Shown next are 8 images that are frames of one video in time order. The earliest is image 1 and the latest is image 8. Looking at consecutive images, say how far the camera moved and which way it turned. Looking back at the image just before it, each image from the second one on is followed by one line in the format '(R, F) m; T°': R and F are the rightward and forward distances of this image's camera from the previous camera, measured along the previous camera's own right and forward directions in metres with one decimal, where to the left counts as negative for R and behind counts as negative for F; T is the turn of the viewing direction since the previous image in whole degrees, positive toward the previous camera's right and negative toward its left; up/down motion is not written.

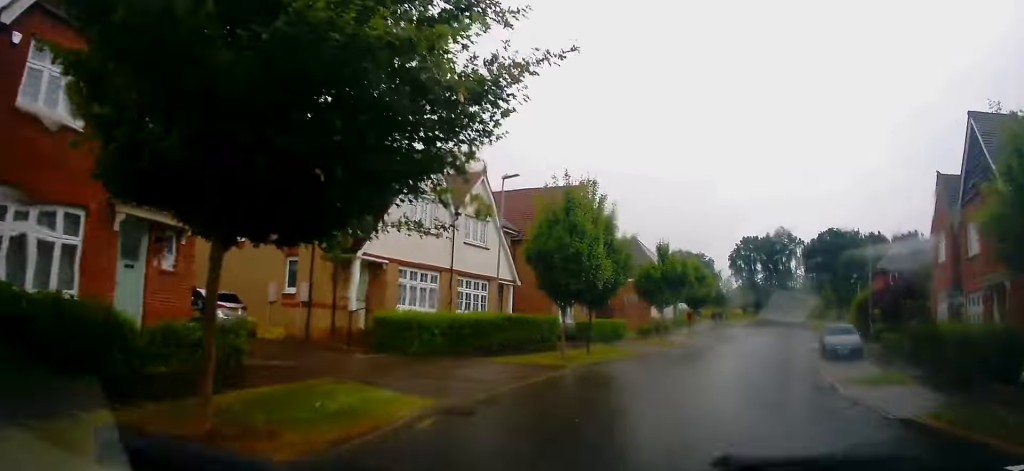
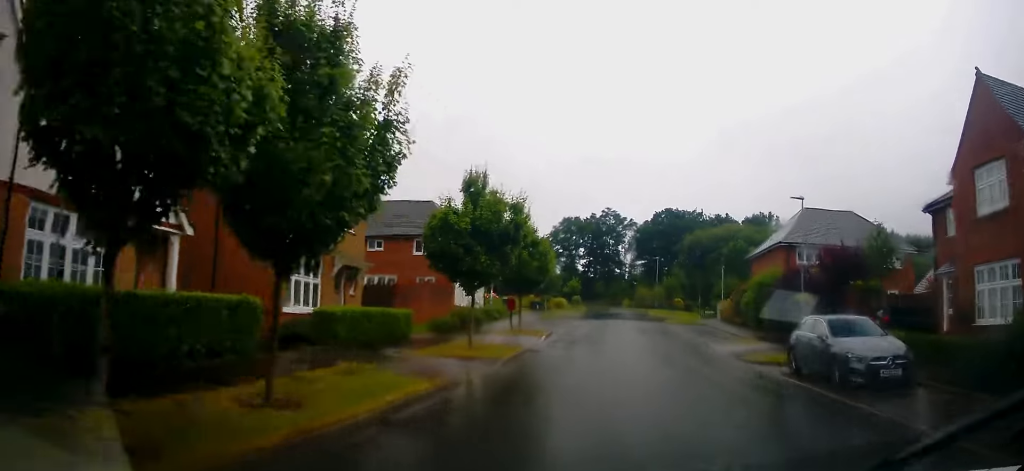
(+1.9, +13.8) m; +16°
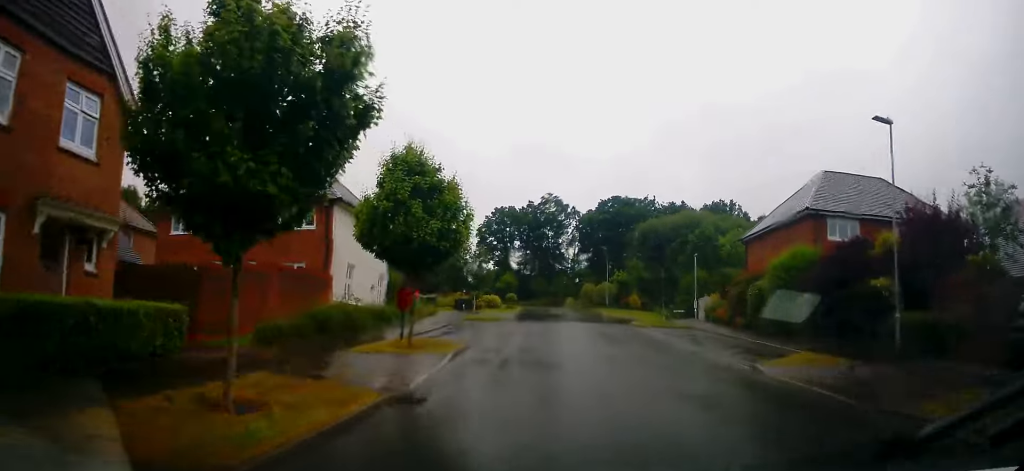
(+1.1, +11.1) m; +6°
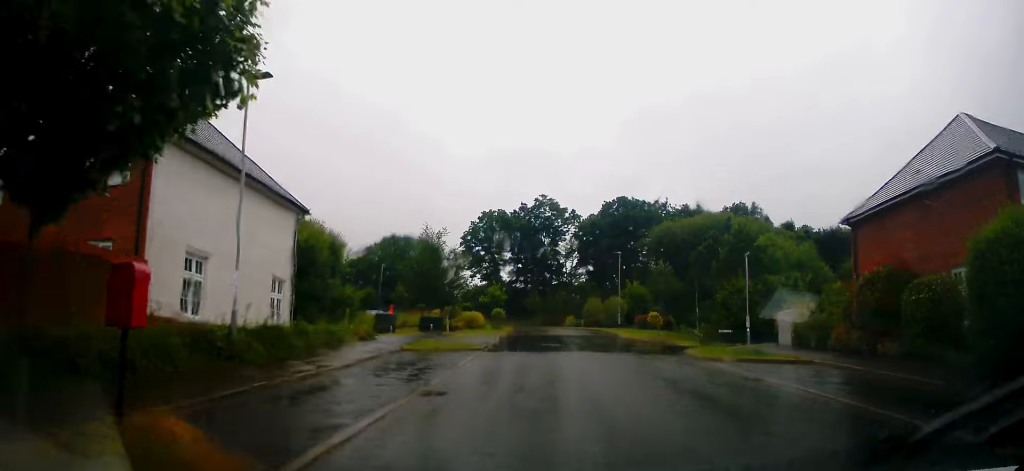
(+0.1, +12.3) m; 0°
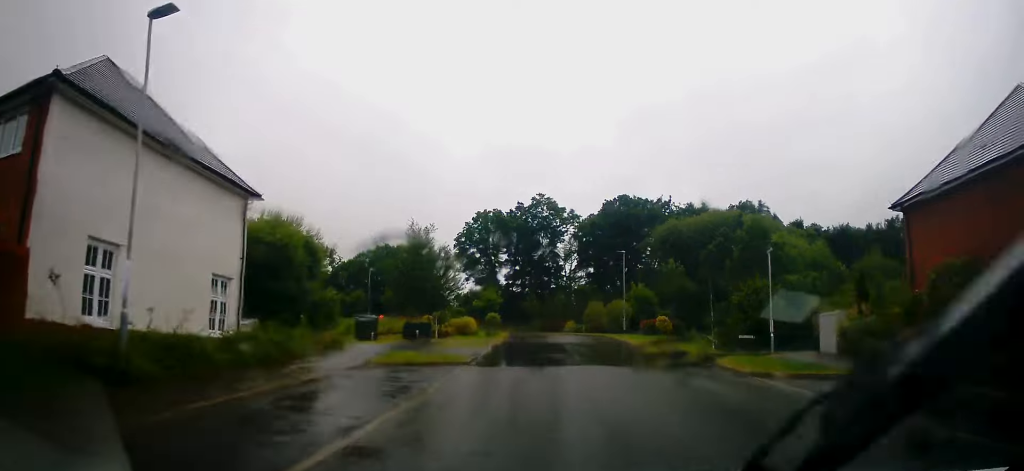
(0.0, +3.7) m; +1°
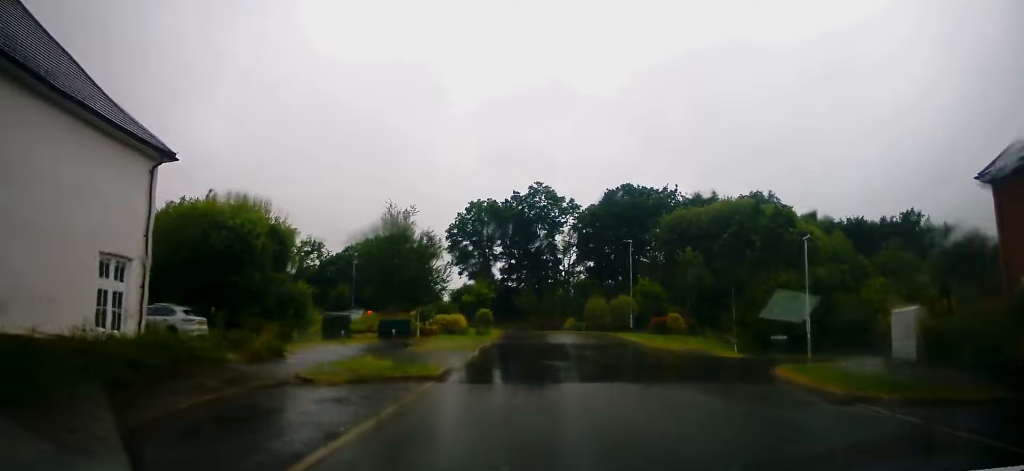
(-0.2, +4.6) m; +3°
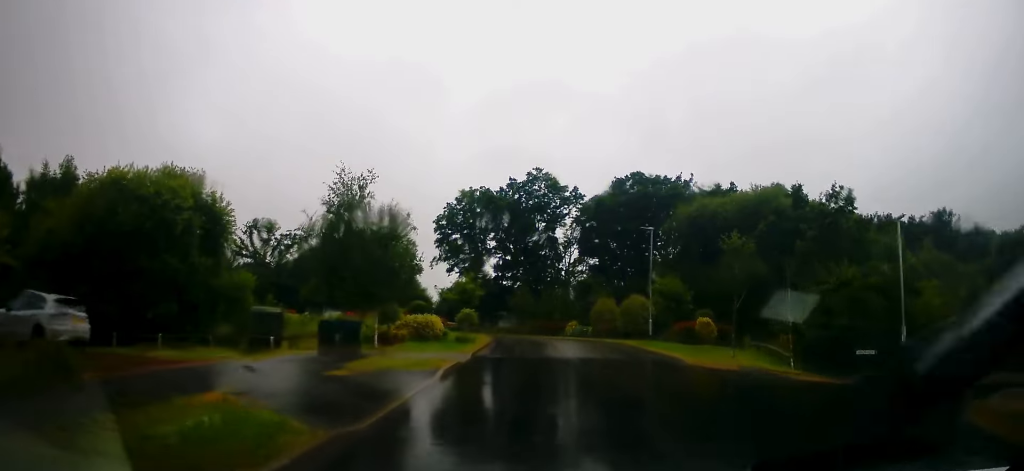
(+0.5, +7.5) m; +2°
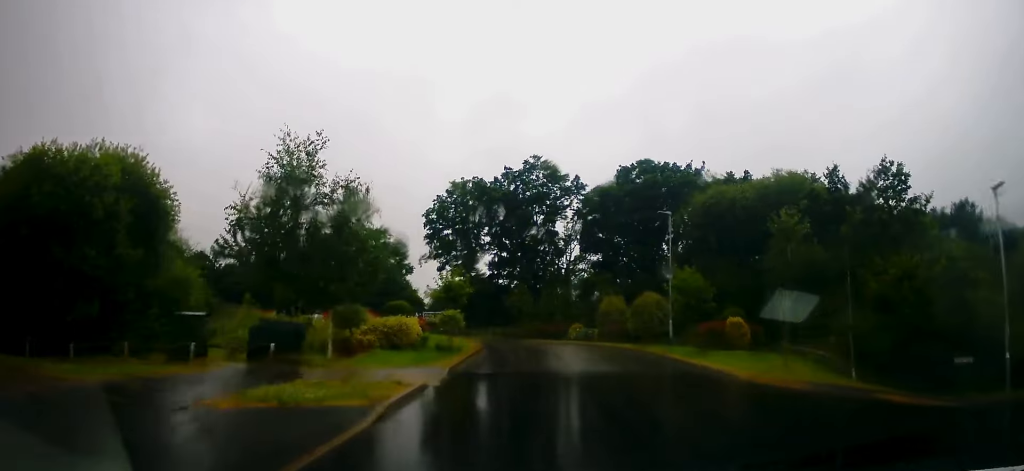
(+0.4, +5.0) m; 0°
